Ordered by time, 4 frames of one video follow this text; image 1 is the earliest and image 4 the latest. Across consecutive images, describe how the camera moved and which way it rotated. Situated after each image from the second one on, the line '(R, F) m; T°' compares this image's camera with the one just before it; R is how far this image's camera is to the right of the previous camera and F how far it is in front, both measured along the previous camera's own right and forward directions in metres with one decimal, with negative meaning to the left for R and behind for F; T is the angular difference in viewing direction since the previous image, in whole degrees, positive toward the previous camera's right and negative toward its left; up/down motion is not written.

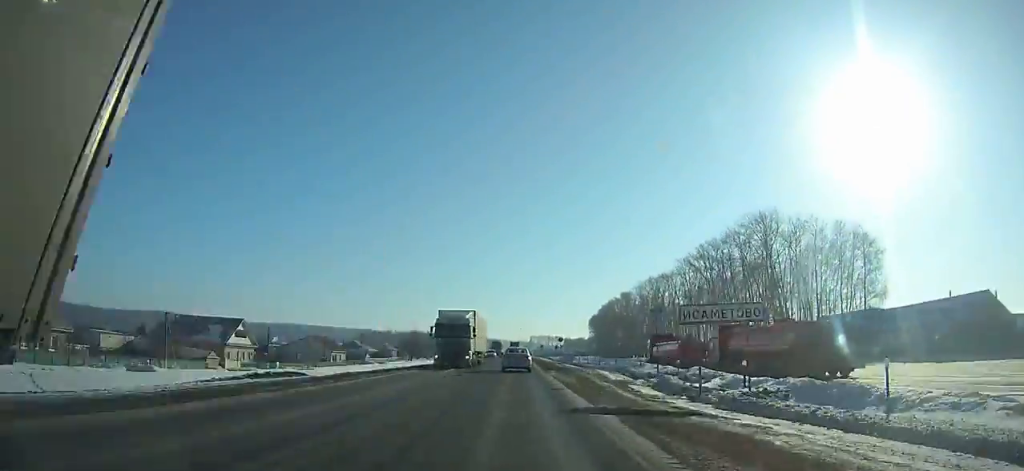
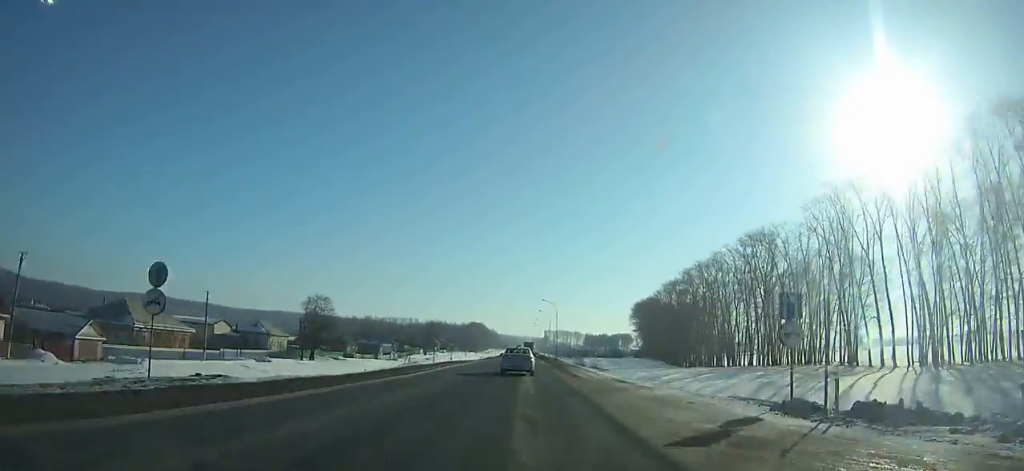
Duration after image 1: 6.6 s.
(-1.5, +124.1) m; -1°
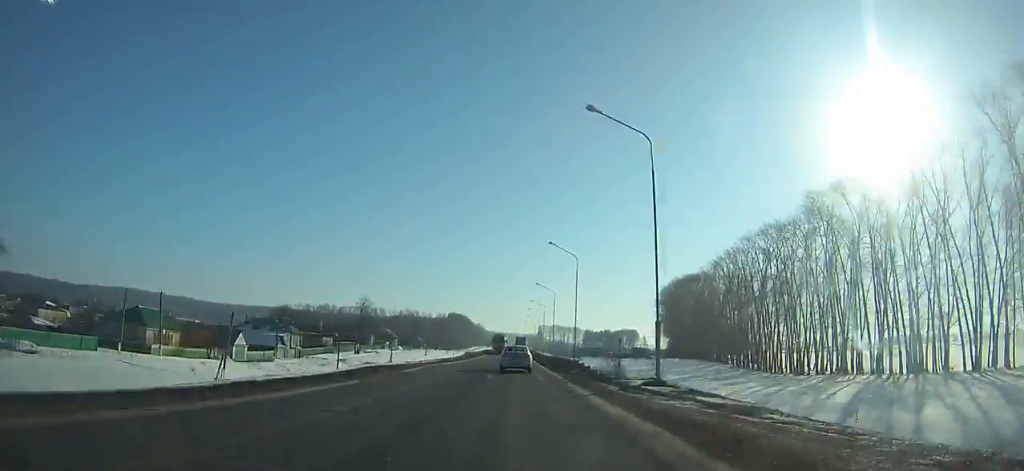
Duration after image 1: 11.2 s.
(+0.7, +83.4) m; +1°
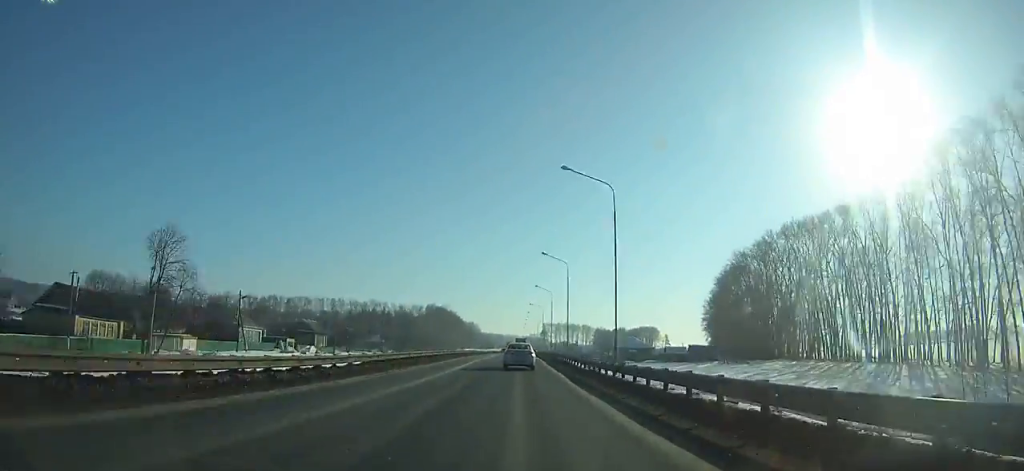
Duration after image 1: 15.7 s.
(+0.1, +82.4) m; 0°
